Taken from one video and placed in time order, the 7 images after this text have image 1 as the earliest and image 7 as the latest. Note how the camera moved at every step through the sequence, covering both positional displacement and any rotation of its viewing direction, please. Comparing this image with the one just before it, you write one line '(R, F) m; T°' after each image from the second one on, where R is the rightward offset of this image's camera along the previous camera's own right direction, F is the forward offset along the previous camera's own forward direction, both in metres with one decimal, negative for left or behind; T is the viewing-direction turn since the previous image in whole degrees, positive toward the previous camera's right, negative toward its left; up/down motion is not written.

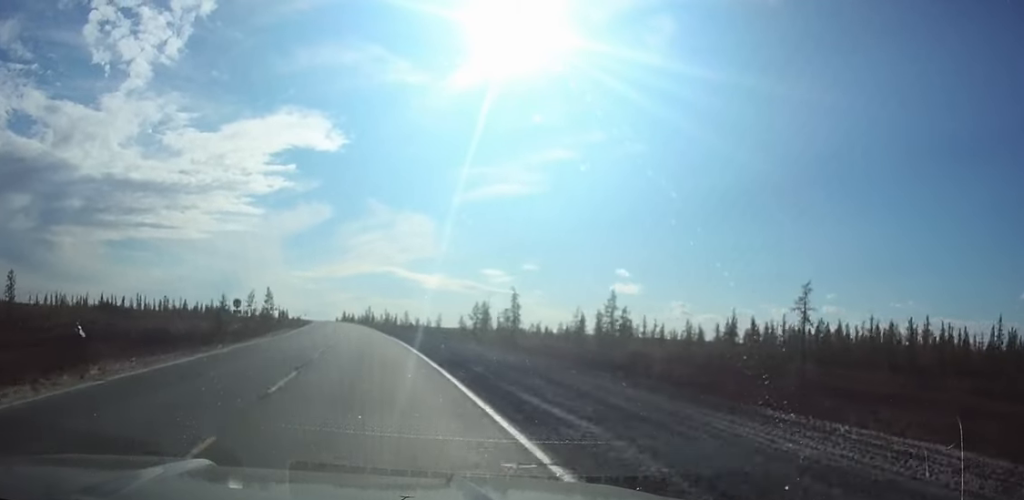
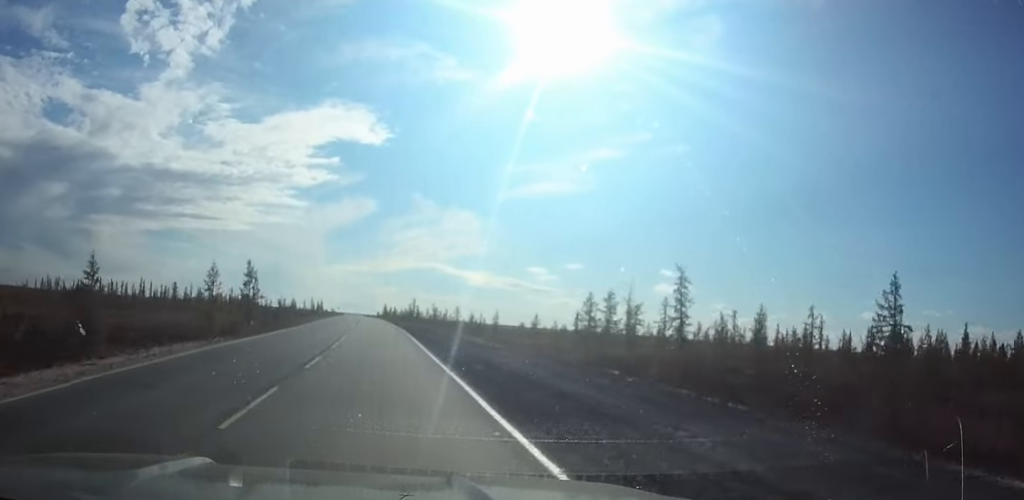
(-1.2, +46.8) m; -3°
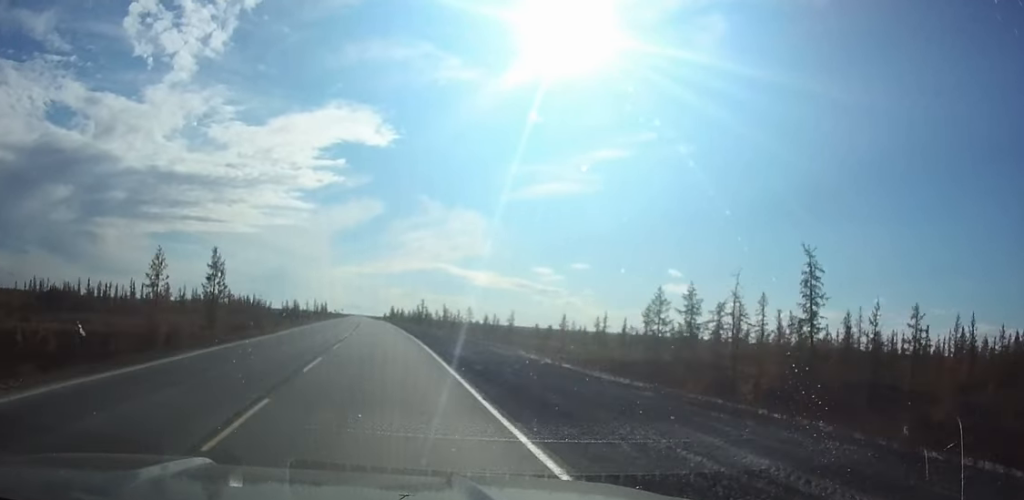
(-0.1, +18.0) m; -1°
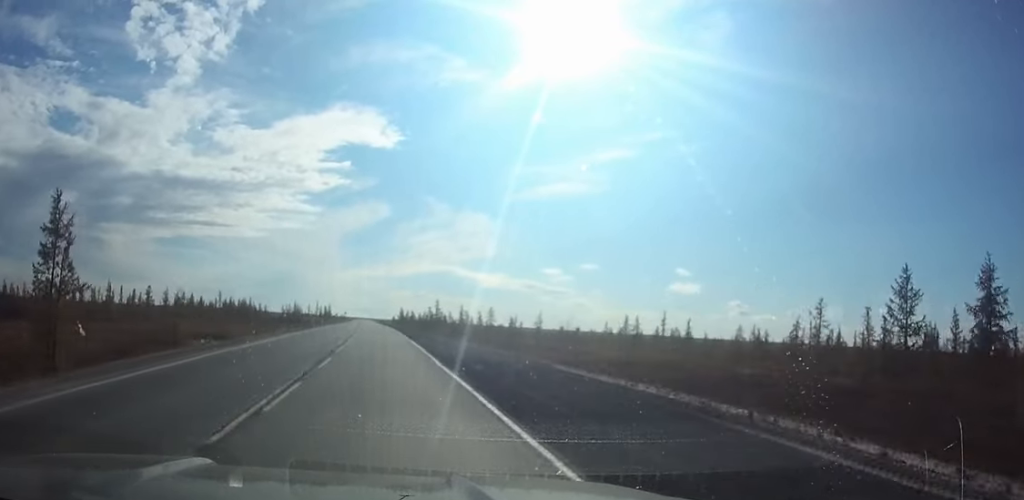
(-0.3, +27.7) m; -1°
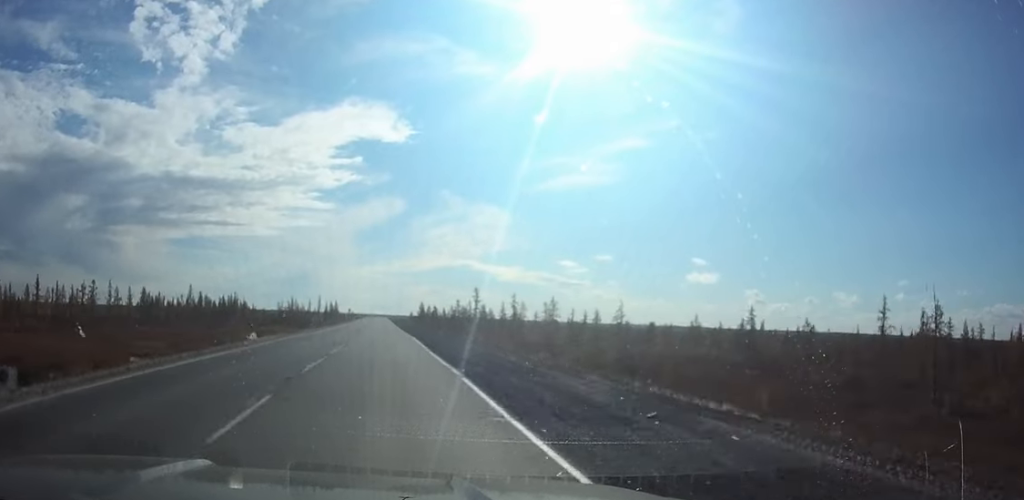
(-0.7, +58.8) m; -1°
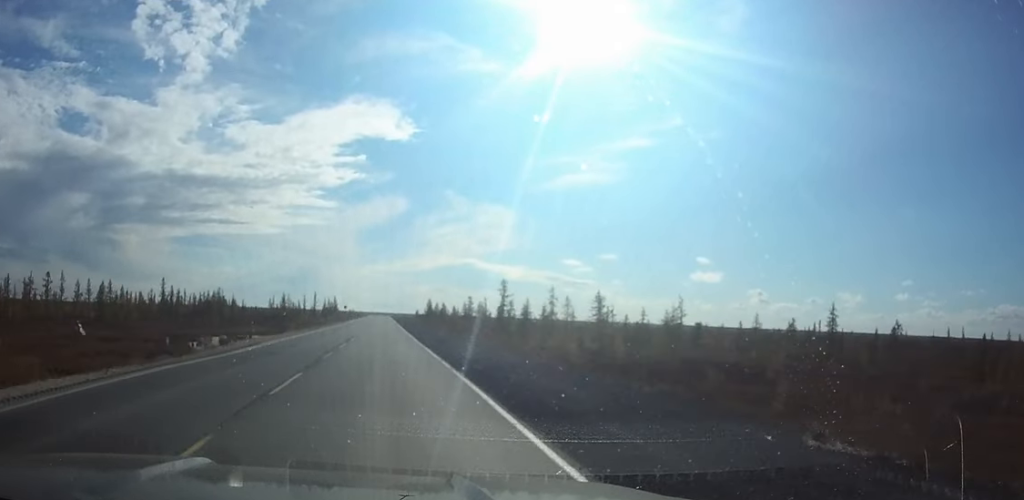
(0.0, +27.7) m; 0°
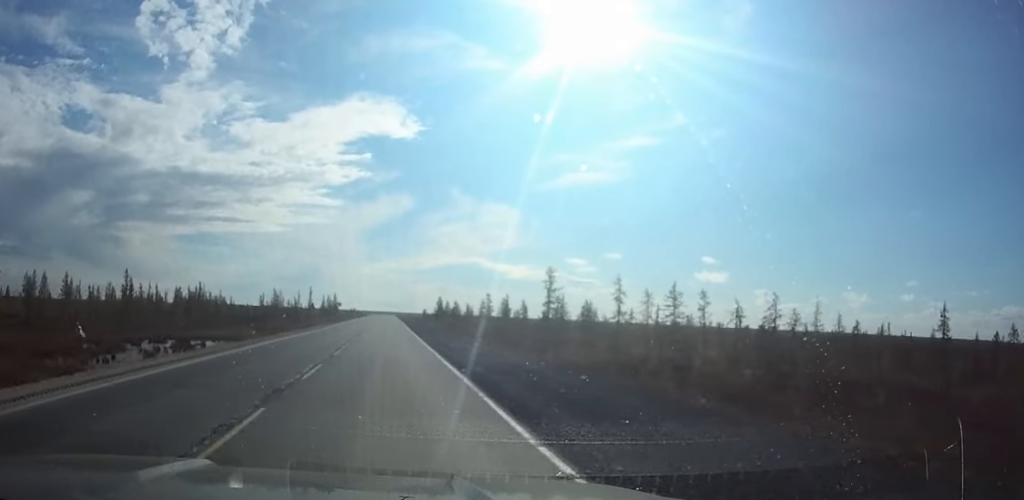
(0.0, +28.2) m; 0°
